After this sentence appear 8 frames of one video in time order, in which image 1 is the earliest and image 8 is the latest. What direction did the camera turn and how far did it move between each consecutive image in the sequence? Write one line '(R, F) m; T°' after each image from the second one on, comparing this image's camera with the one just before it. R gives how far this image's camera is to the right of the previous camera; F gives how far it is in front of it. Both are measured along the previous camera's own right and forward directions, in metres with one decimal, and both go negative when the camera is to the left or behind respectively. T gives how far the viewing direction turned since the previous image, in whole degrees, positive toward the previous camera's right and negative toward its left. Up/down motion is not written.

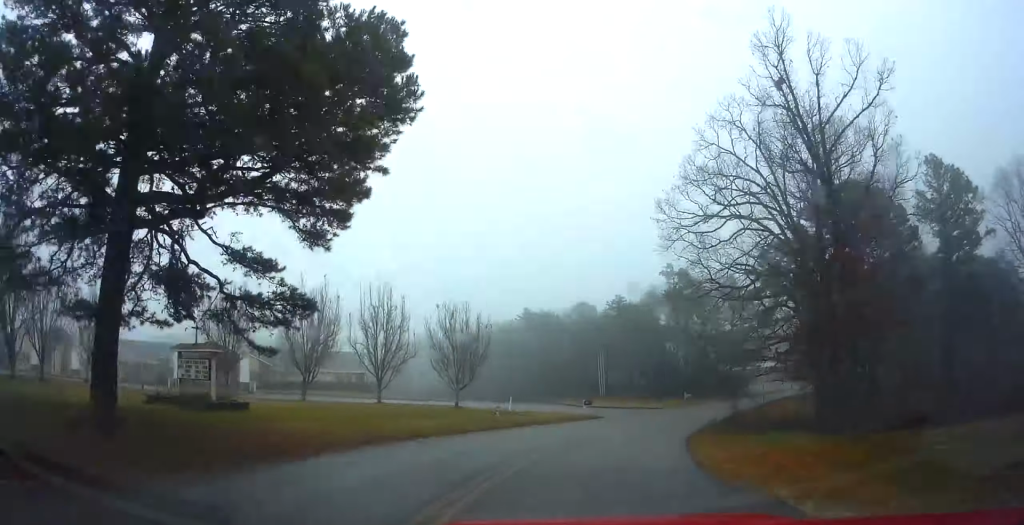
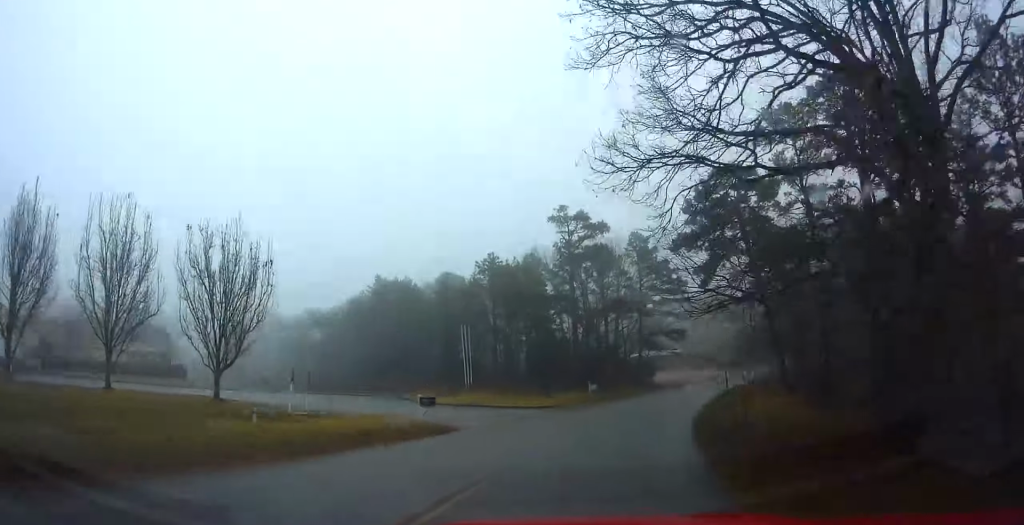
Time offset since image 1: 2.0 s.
(+2.2, +20.6) m; +11°
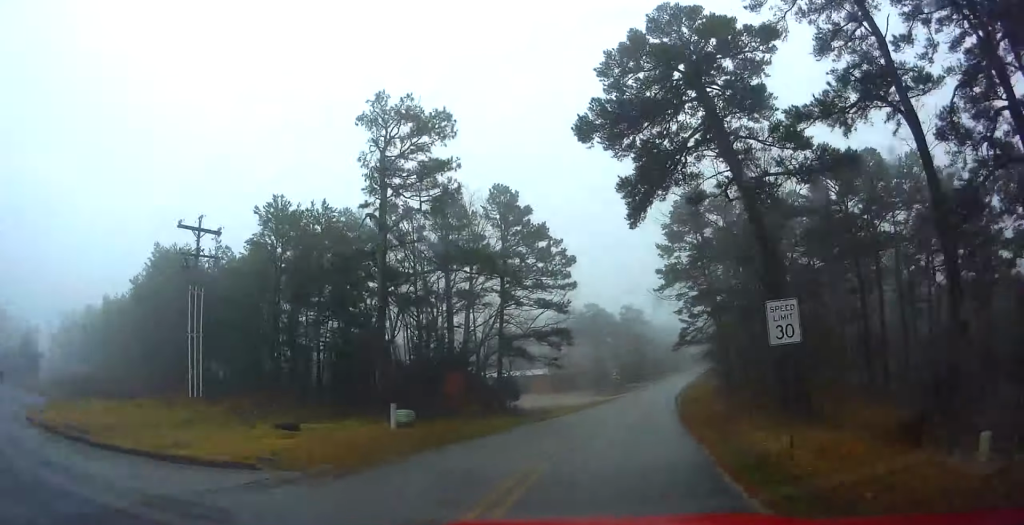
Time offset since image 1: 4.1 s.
(+1.9, +22.4) m; +12°
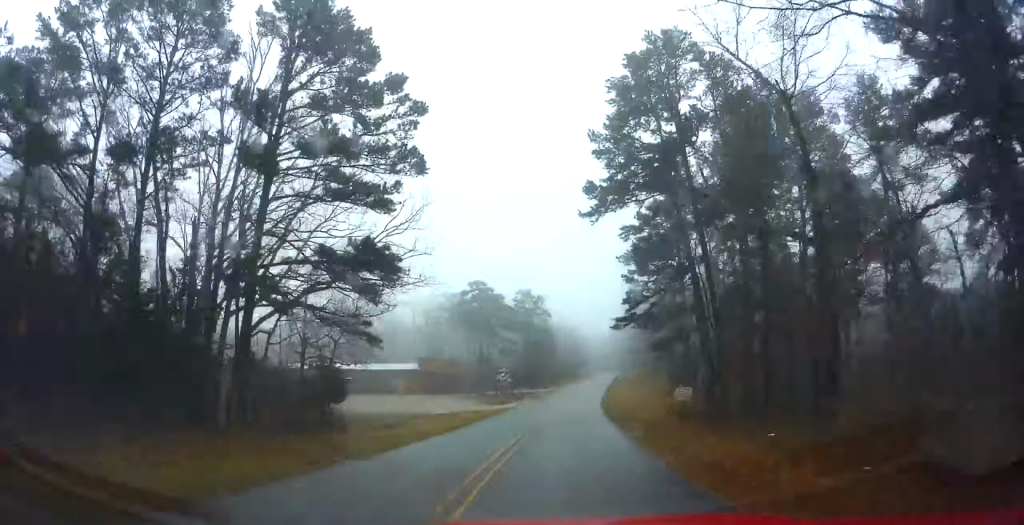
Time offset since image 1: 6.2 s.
(+2.6, +24.1) m; +11°
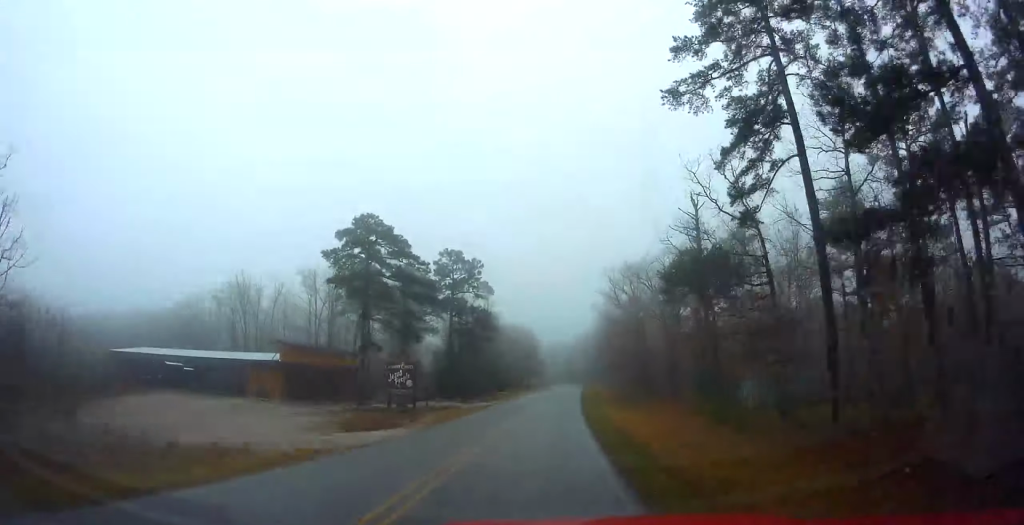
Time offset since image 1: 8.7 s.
(+3.4, +31.5) m; +7°
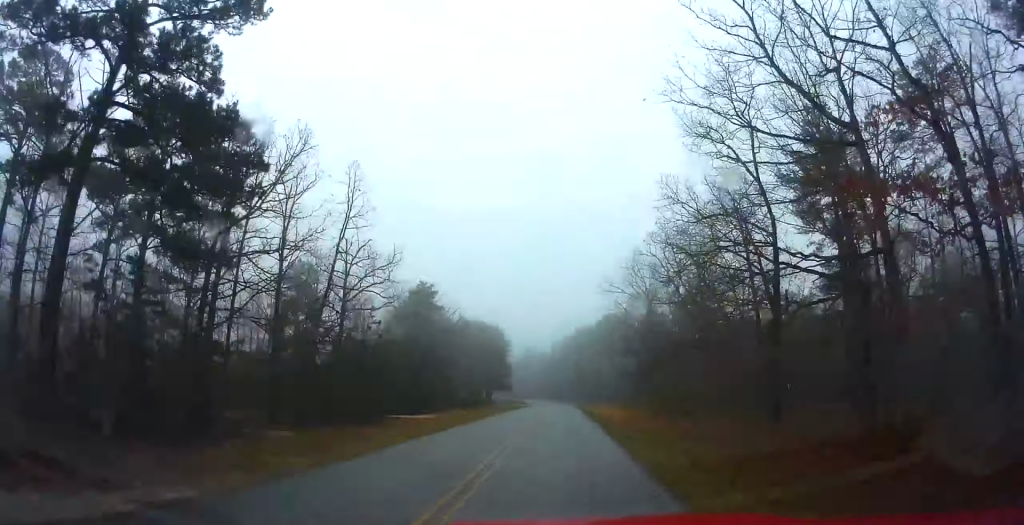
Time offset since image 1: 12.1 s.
(+2.0, +47.5) m; +3°
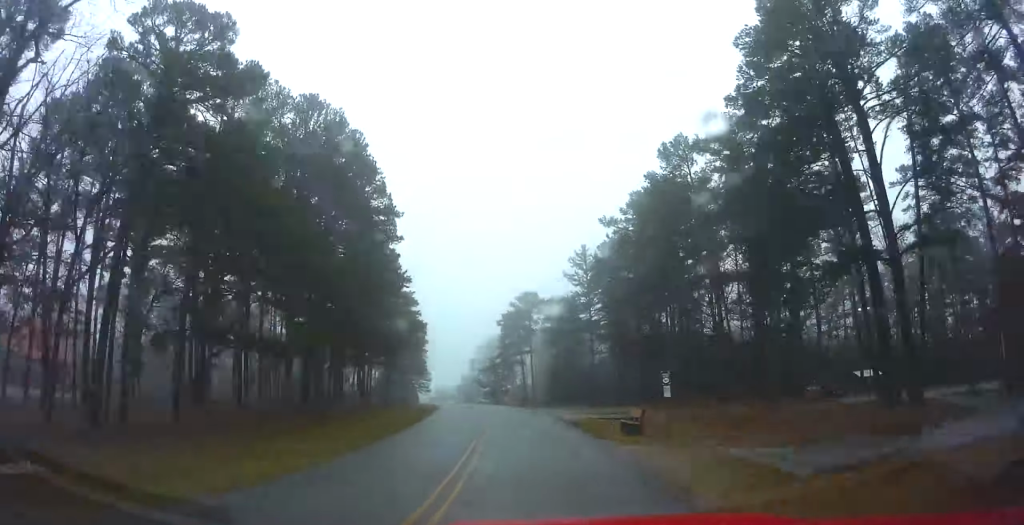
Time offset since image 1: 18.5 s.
(-1.0, +101.6) m; -4°
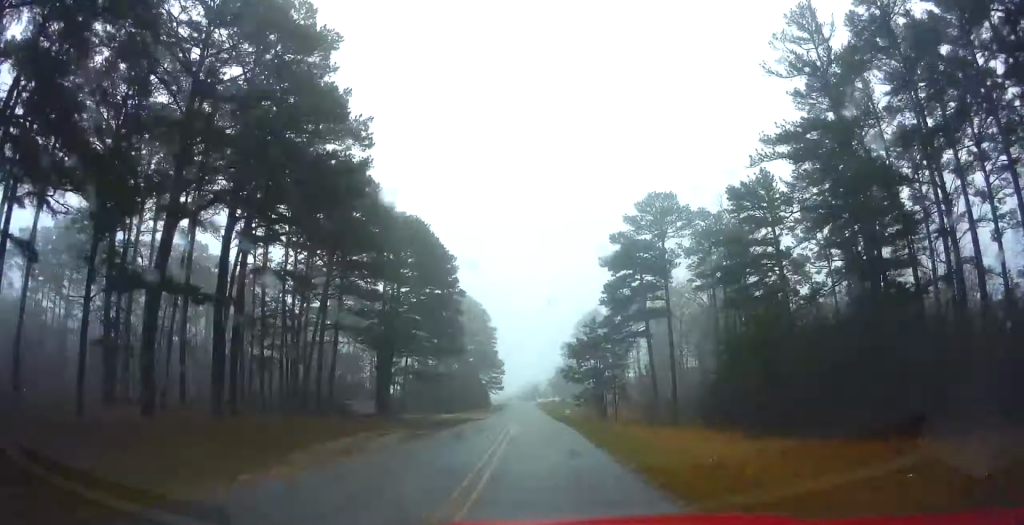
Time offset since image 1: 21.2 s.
(-2.1, +46.4) m; -5°
